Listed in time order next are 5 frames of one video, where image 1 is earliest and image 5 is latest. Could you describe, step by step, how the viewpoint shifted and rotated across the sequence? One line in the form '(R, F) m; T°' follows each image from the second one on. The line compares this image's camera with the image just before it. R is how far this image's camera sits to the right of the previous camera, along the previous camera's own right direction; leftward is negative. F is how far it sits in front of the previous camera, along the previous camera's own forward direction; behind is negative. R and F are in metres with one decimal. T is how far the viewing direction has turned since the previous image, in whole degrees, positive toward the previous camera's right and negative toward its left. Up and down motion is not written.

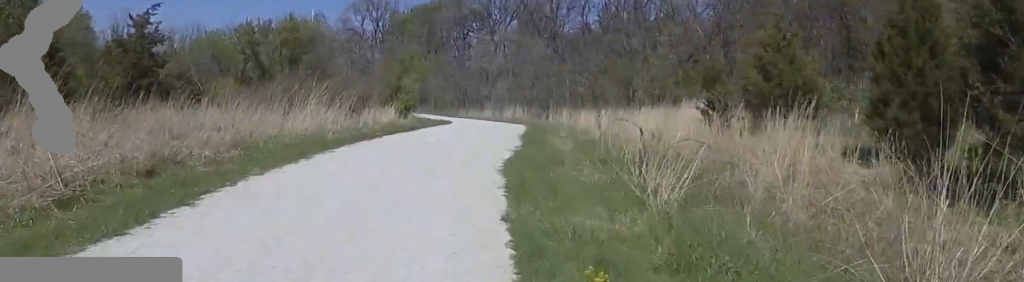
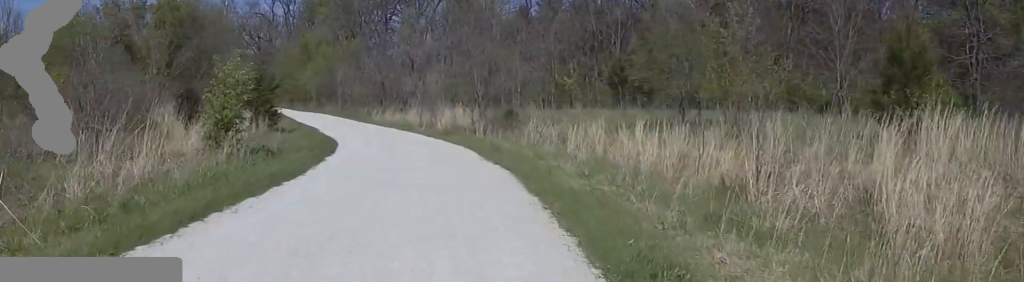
(-1.6, +16.5) m; -6°
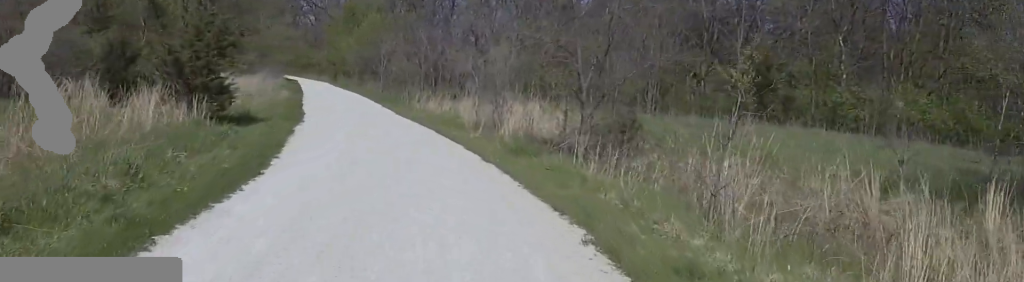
(+0.6, +11.3) m; +4°
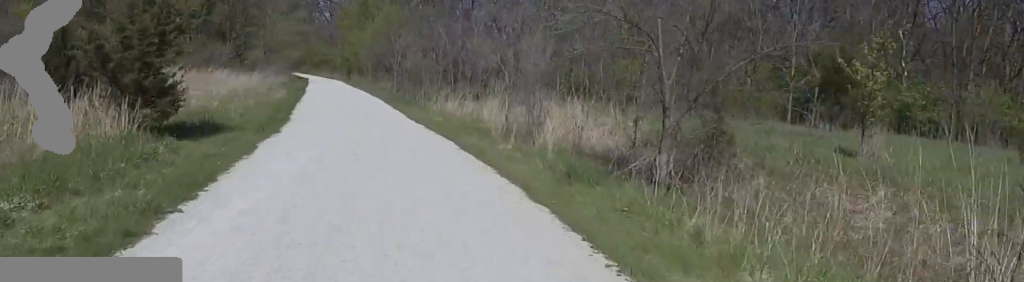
(+0.5, +4.0) m; 0°
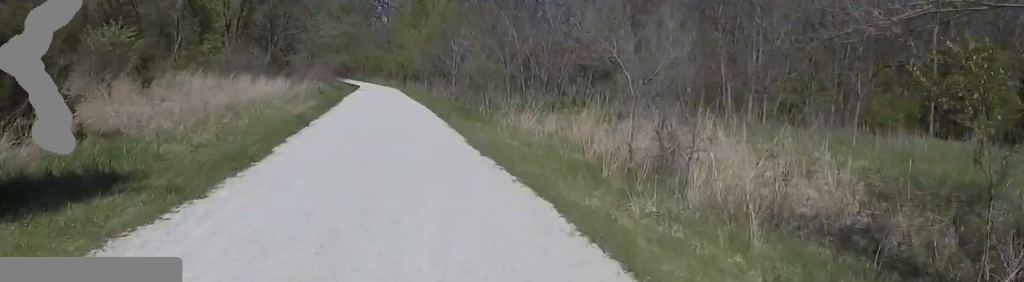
(-0.8, +6.1) m; -9°
